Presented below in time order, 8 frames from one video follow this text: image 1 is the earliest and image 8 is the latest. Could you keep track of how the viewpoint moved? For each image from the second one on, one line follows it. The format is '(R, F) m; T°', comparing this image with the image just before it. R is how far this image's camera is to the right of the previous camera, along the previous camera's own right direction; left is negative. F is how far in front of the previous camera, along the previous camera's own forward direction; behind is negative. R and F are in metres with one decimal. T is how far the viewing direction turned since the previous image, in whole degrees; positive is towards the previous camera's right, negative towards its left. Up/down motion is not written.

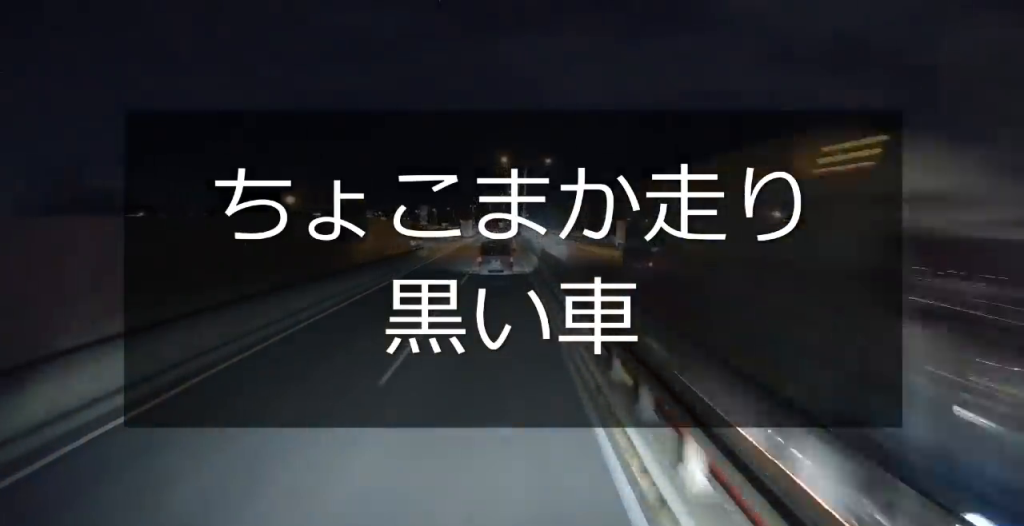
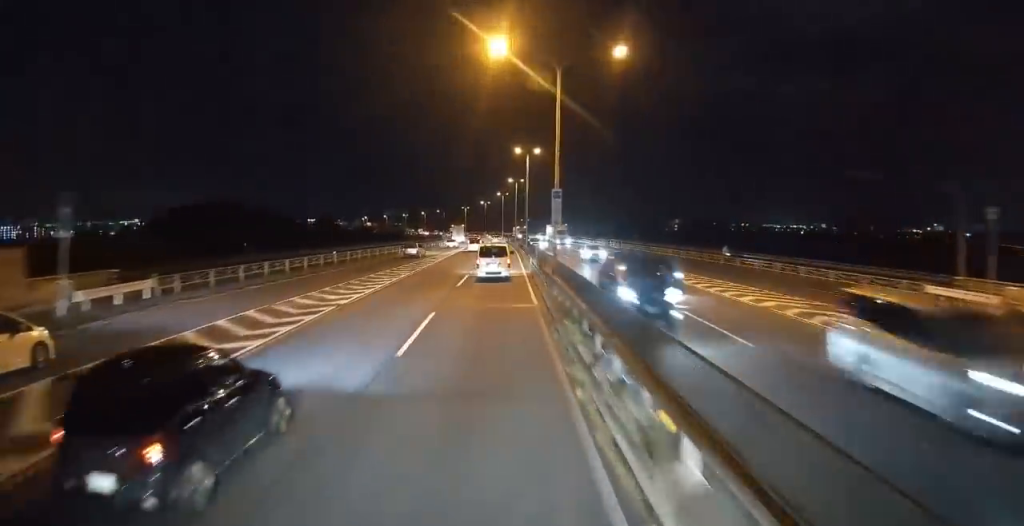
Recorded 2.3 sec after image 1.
(-0.4, +43.2) m; 0°
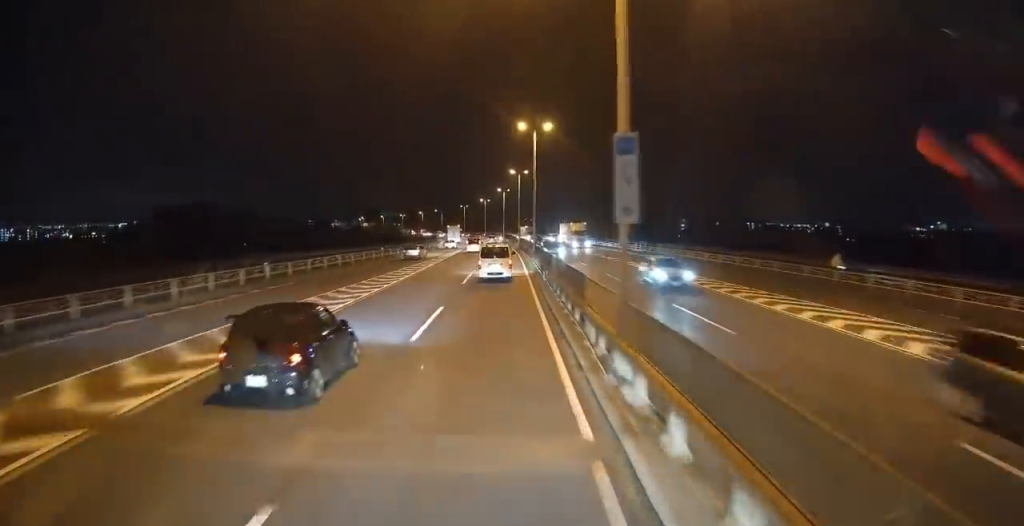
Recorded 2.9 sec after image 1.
(+0.1, +13.1) m; 0°
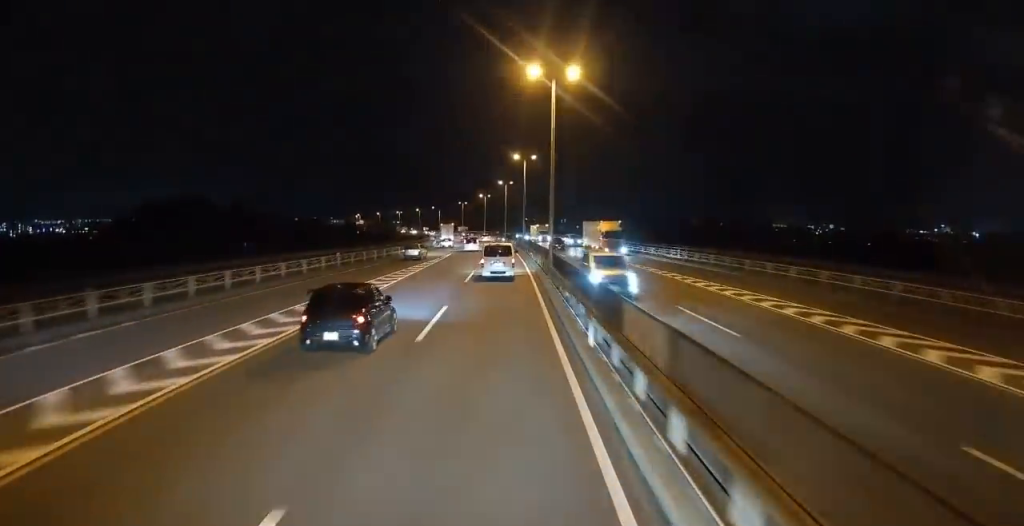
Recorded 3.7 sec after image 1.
(0.0, +14.8) m; 0°
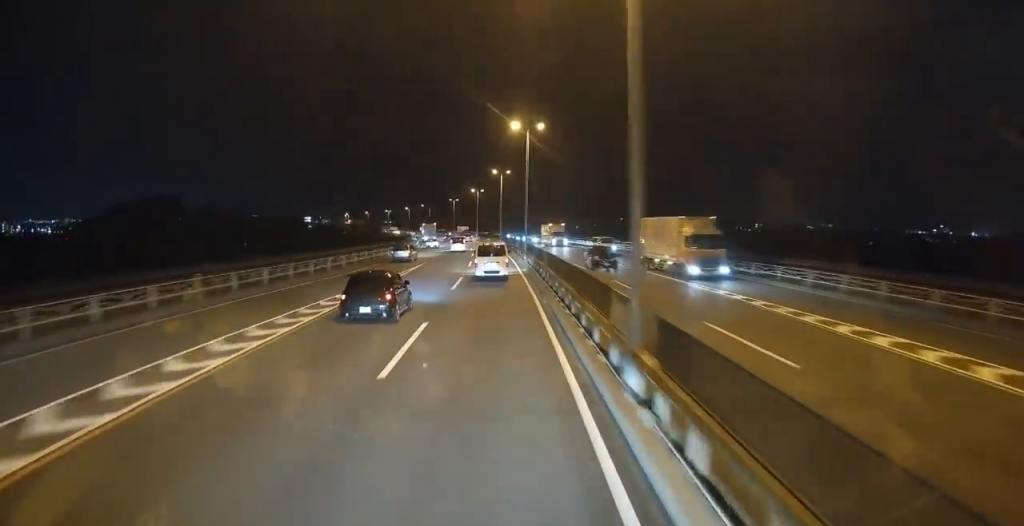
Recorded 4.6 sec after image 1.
(0.0, +18.4) m; 0°
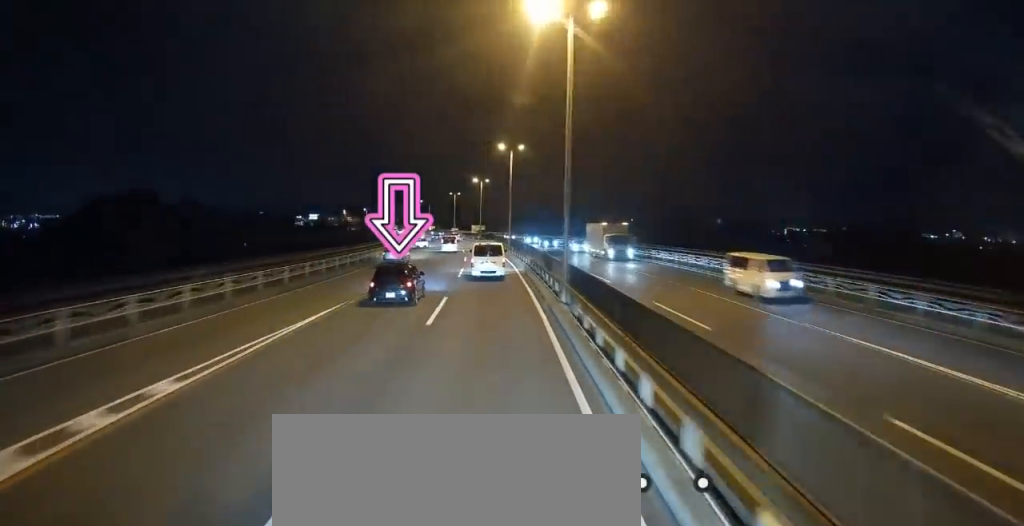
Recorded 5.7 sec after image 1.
(0.0, +23.5) m; -1°
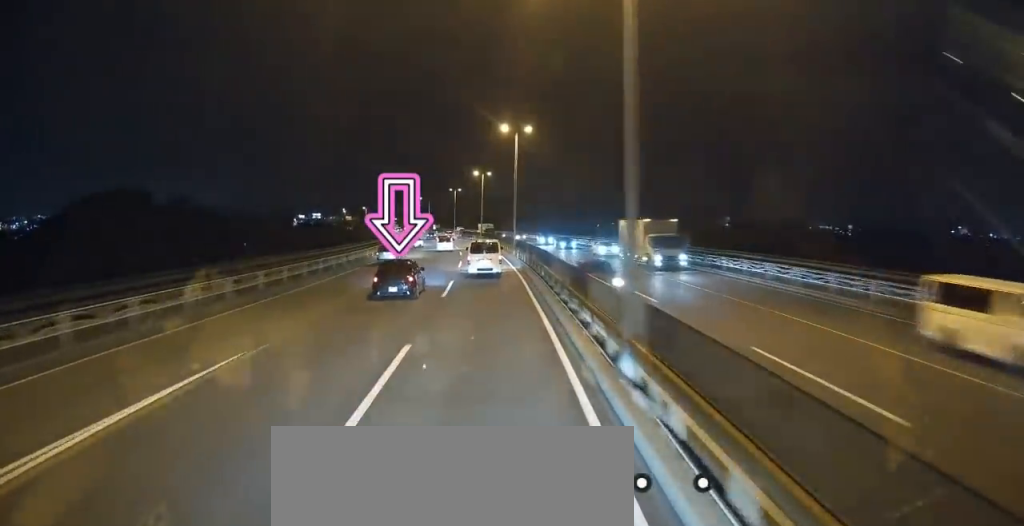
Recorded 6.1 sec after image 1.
(0.0, +9.1) m; -1°
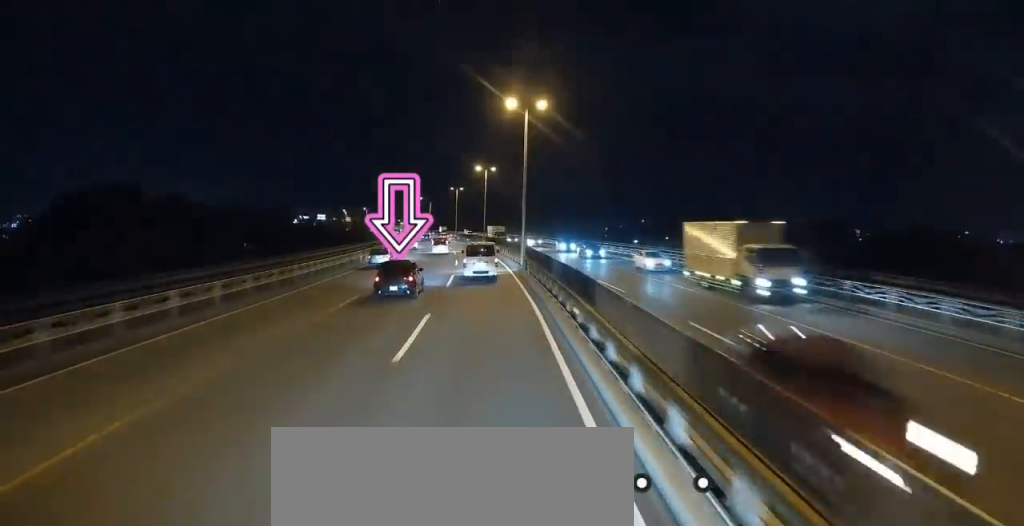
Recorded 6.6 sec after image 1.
(-0.2, +9.9) m; -1°
